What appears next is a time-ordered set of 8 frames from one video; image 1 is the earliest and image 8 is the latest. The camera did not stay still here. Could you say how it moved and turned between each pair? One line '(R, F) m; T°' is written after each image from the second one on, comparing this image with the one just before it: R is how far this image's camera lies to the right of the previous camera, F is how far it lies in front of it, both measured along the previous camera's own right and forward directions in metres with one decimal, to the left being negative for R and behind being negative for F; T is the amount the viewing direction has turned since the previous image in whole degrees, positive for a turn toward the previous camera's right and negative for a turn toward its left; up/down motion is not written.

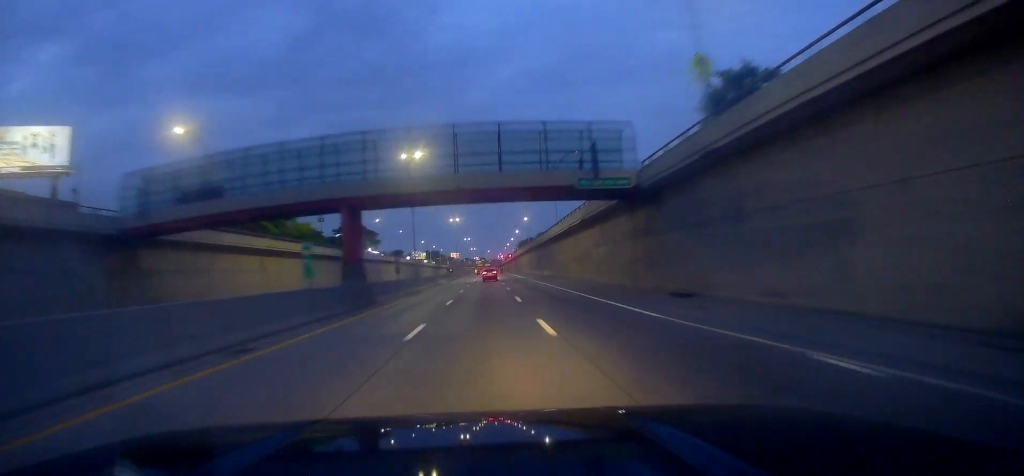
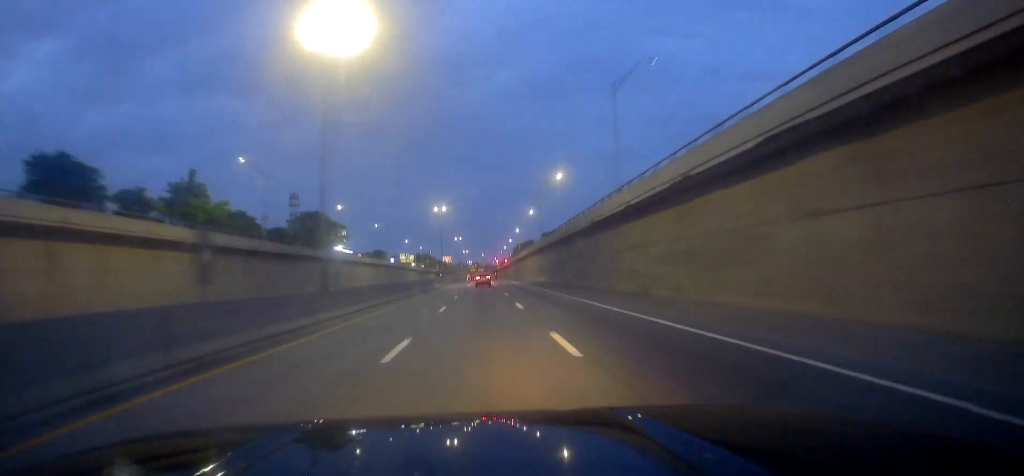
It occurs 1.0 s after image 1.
(+0.2, +33.2) m; +1°
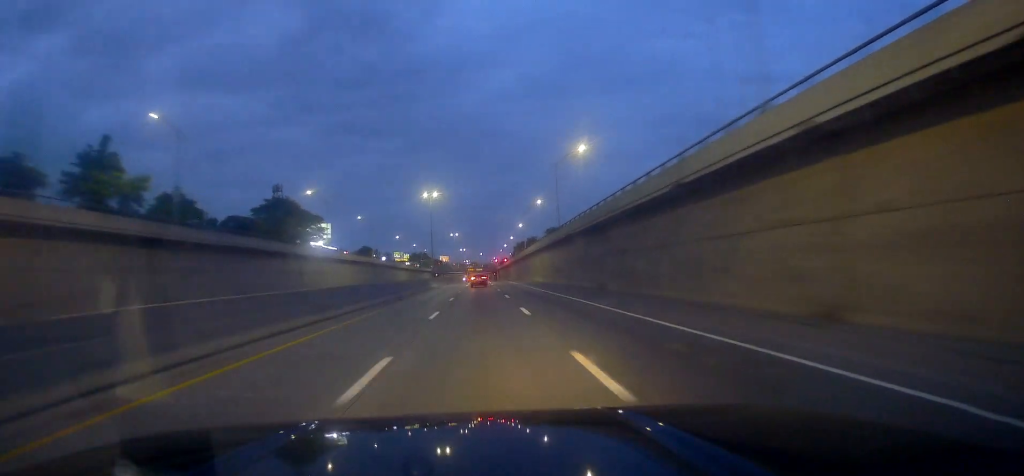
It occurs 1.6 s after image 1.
(+0.2, +18.8) m; +1°
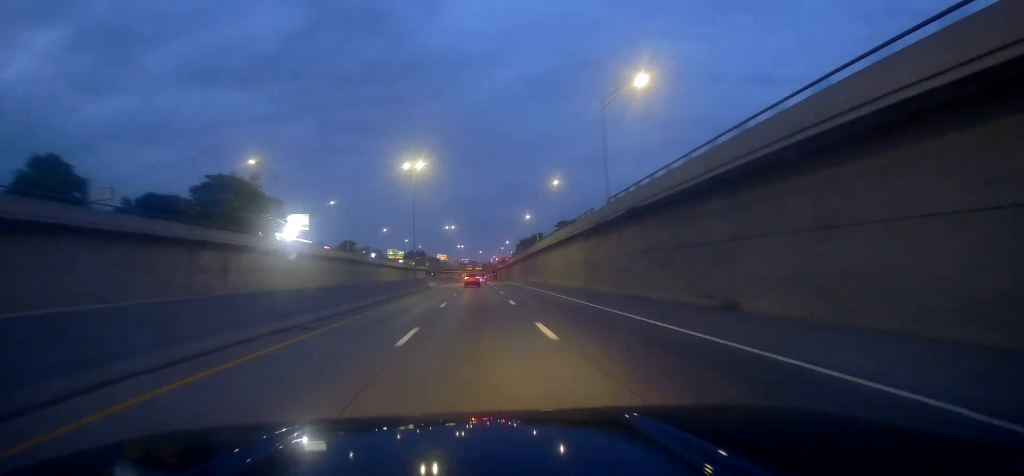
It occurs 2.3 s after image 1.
(+0.1, +23.3) m; +1°
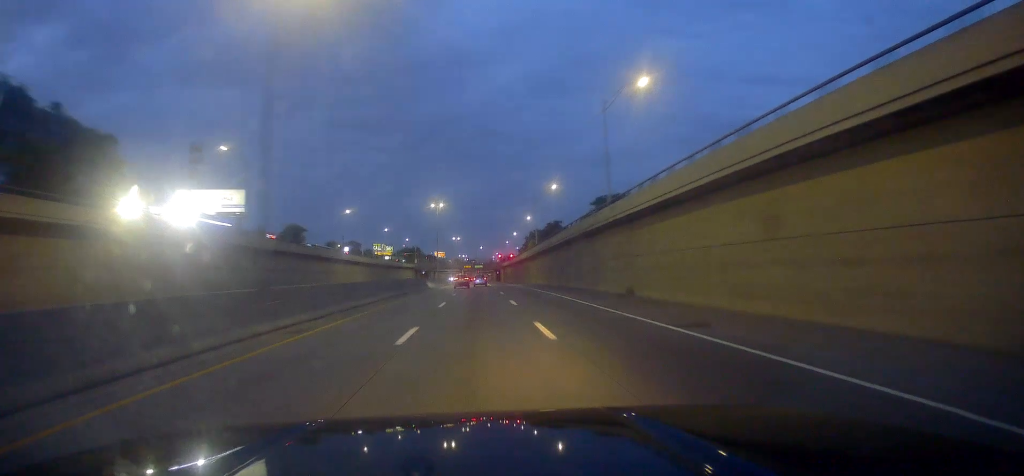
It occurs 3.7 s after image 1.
(+0.4, +46.7) m; +1°
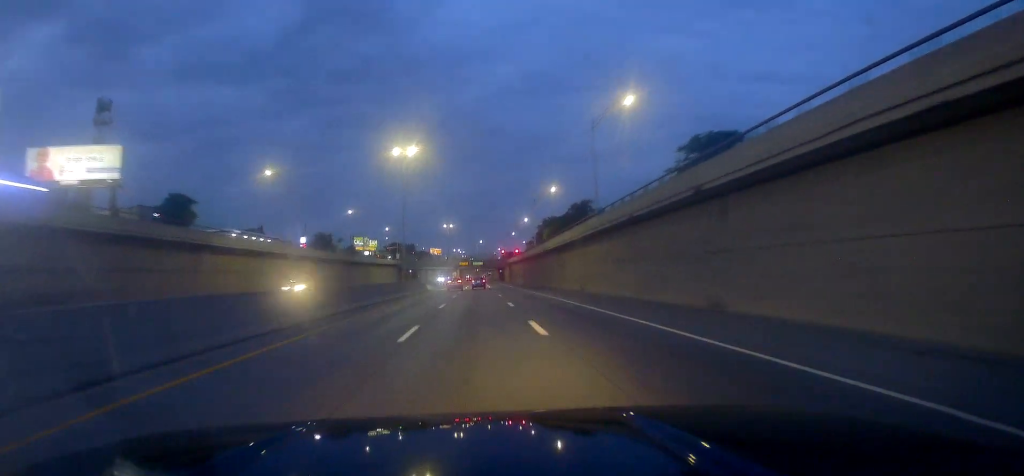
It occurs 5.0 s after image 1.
(-0.1, +44.8) m; 0°
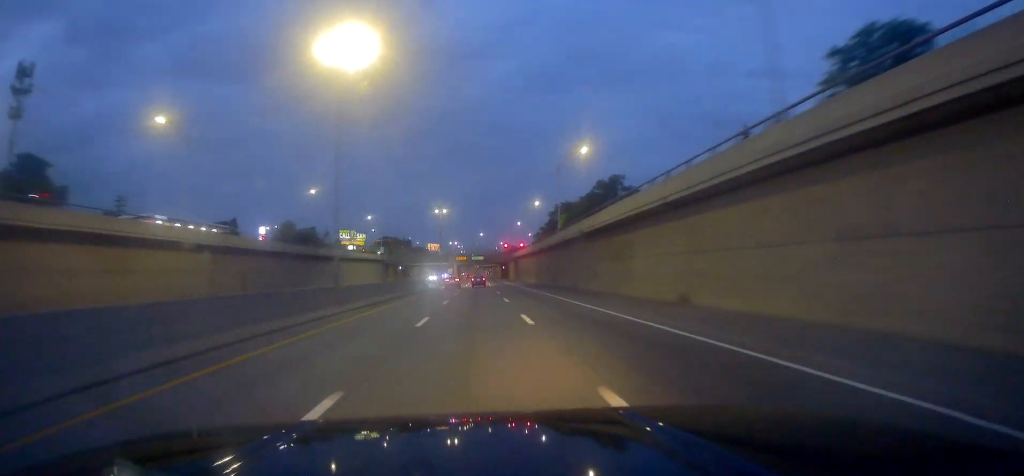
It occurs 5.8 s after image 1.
(-0.2, +26.8) m; 0°
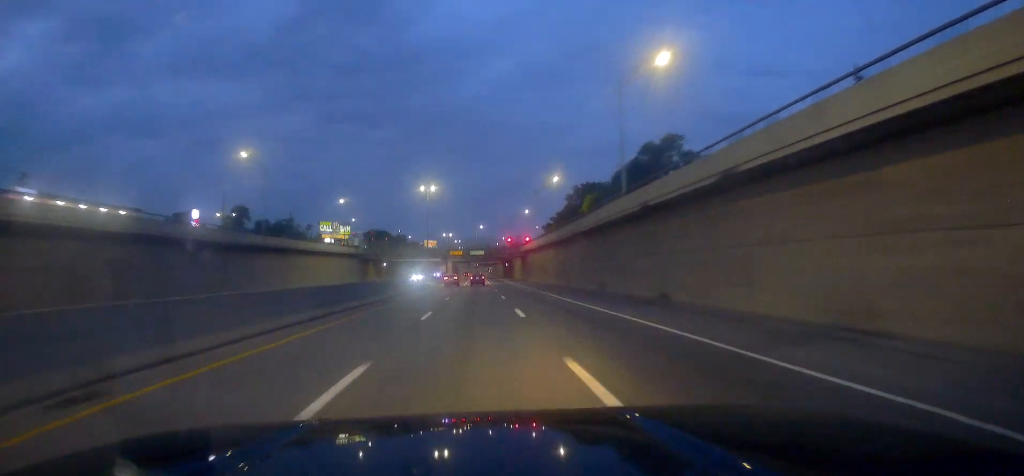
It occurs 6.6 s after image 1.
(+0.2, +27.6) m; 0°
